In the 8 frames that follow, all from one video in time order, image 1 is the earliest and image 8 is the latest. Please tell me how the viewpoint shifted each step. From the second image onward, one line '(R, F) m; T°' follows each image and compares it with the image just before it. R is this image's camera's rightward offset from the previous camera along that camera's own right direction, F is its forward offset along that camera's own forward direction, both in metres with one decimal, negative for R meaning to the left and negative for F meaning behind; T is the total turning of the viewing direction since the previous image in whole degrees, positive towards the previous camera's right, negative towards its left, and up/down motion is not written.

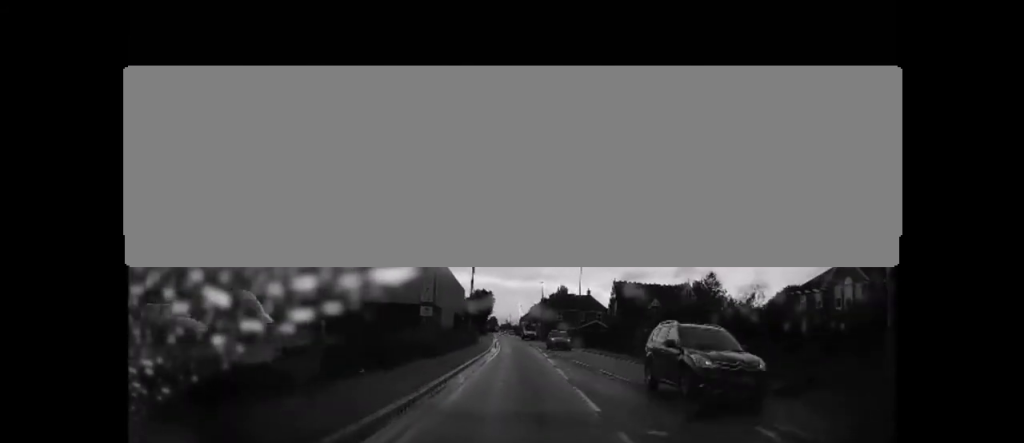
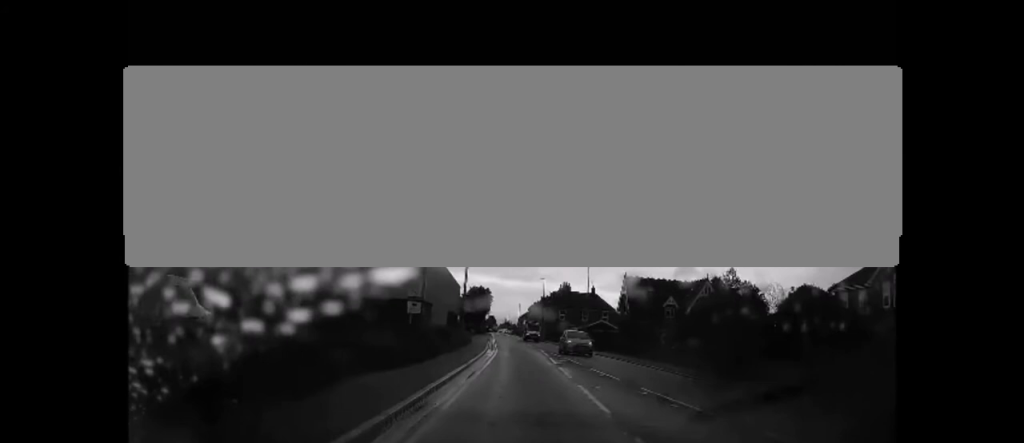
(0.0, +6.1) m; 0°
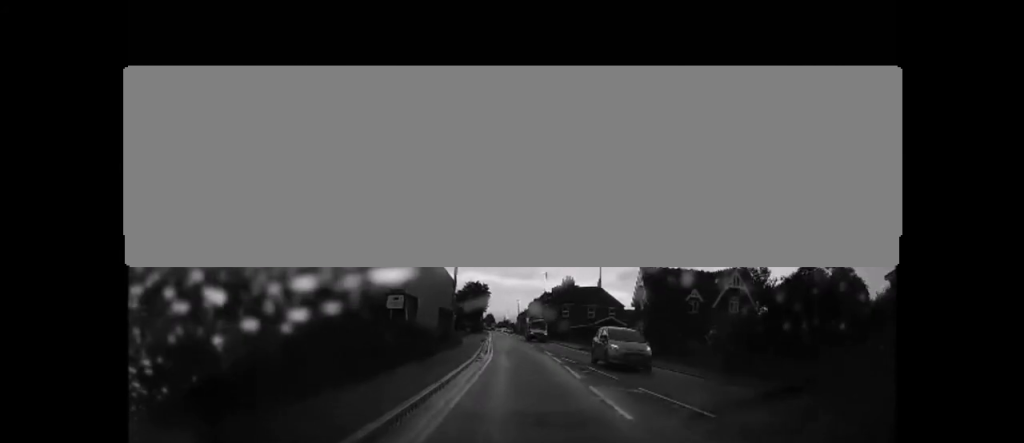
(0.0, +7.2) m; 0°
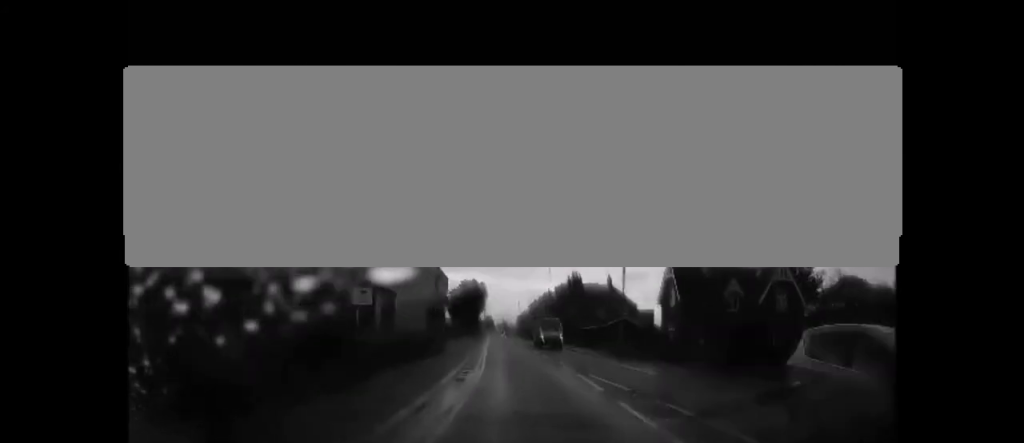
(0.0, +8.8) m; 0°
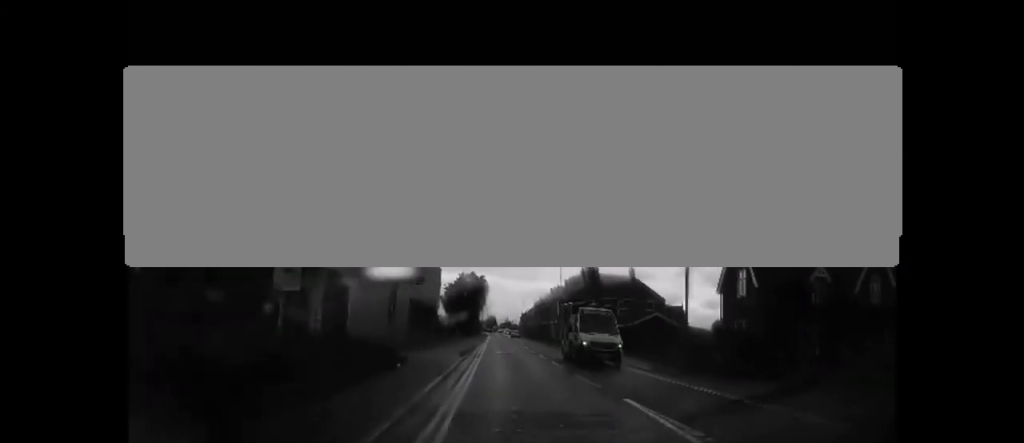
(0.0, +11.4) m; 0°
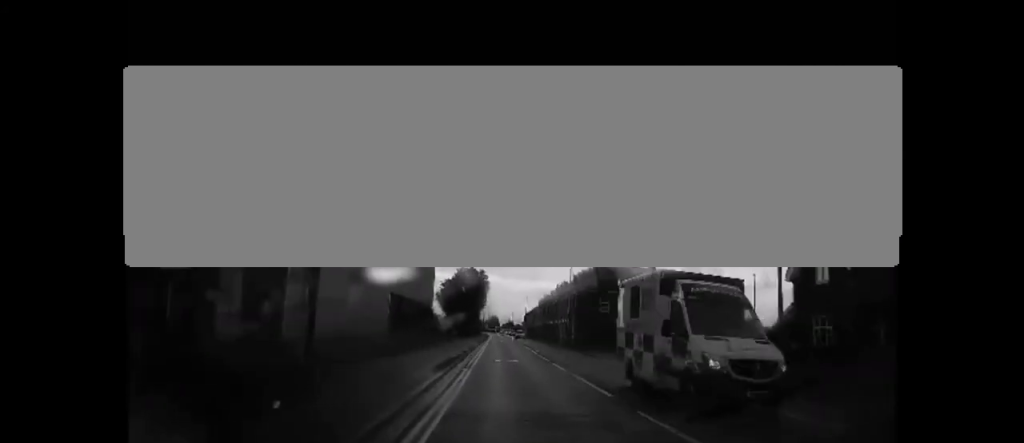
(0.0, +7.8) m; -1°
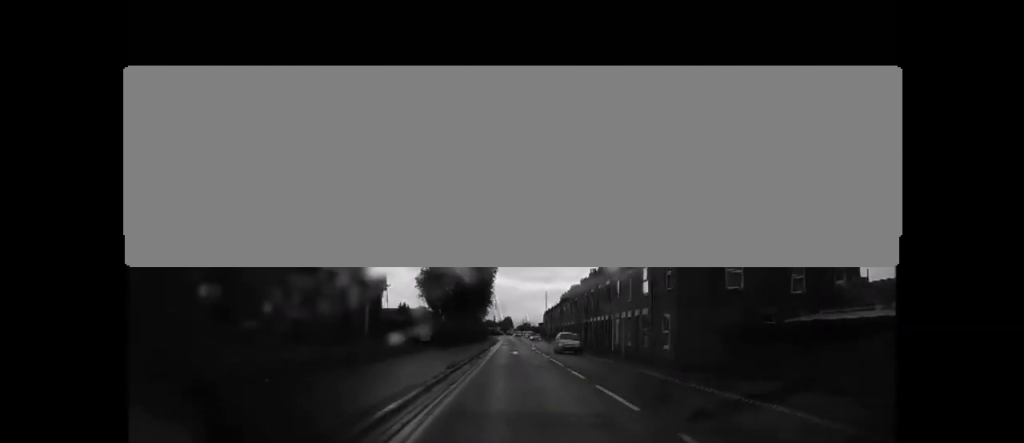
(-0.6, +26.9) m; -2°
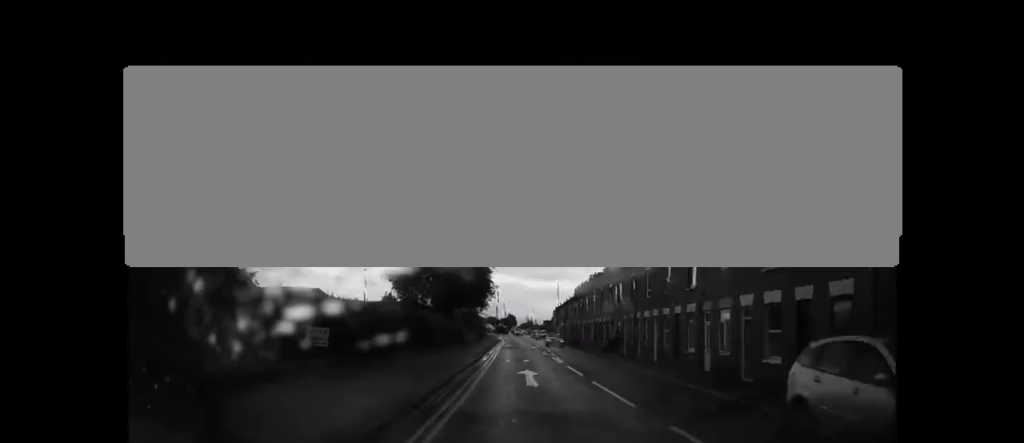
(0.0, +17.6) m; +1°
